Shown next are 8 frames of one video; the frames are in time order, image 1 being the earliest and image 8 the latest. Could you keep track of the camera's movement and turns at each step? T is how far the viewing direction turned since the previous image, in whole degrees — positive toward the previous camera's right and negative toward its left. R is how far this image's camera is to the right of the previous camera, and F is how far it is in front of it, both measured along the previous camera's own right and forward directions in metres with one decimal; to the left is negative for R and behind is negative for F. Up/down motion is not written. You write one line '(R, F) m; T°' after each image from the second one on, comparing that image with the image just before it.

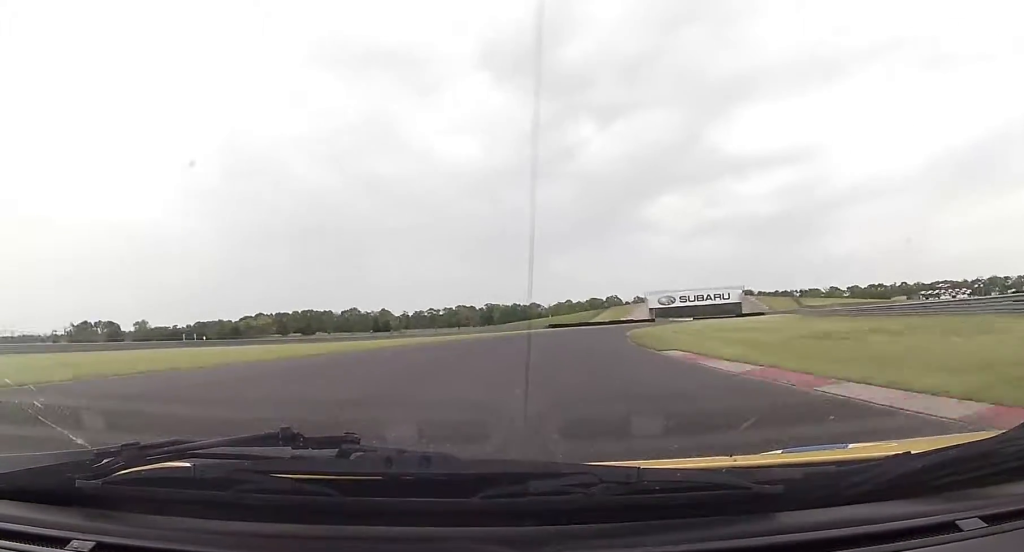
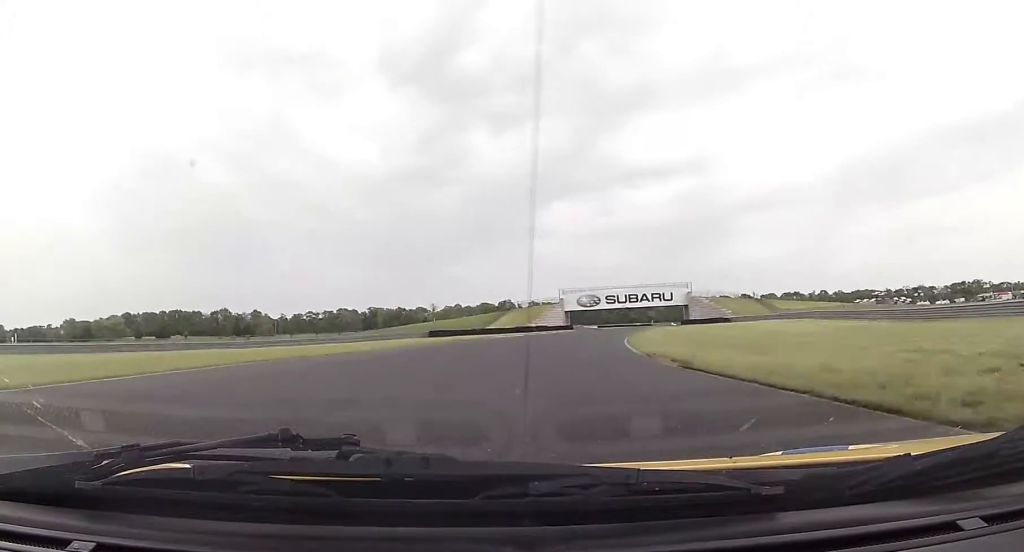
(+4.3, +44.2) m; +11°
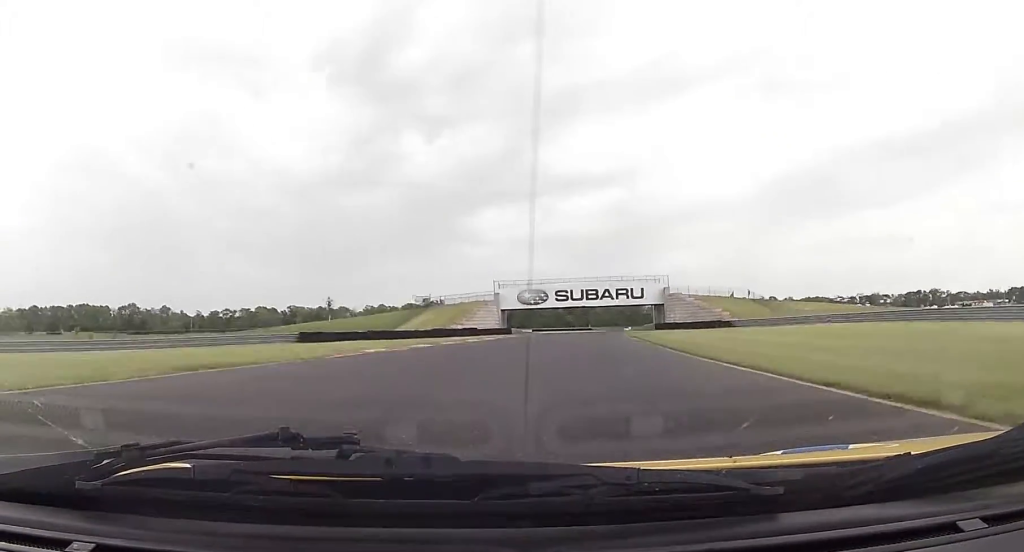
(+2.3, +33.6) m; +7°
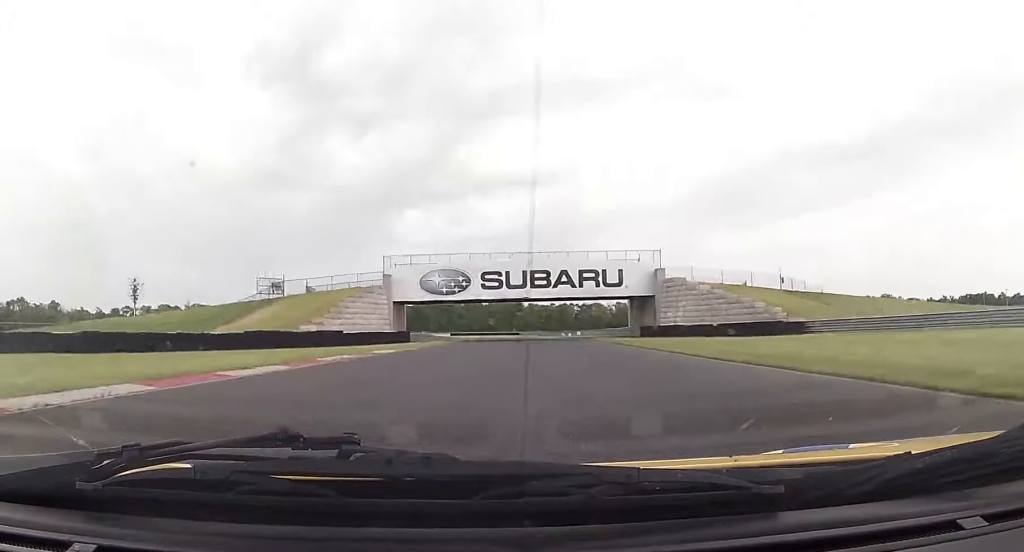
(+2.3, +39.7) m; +6°
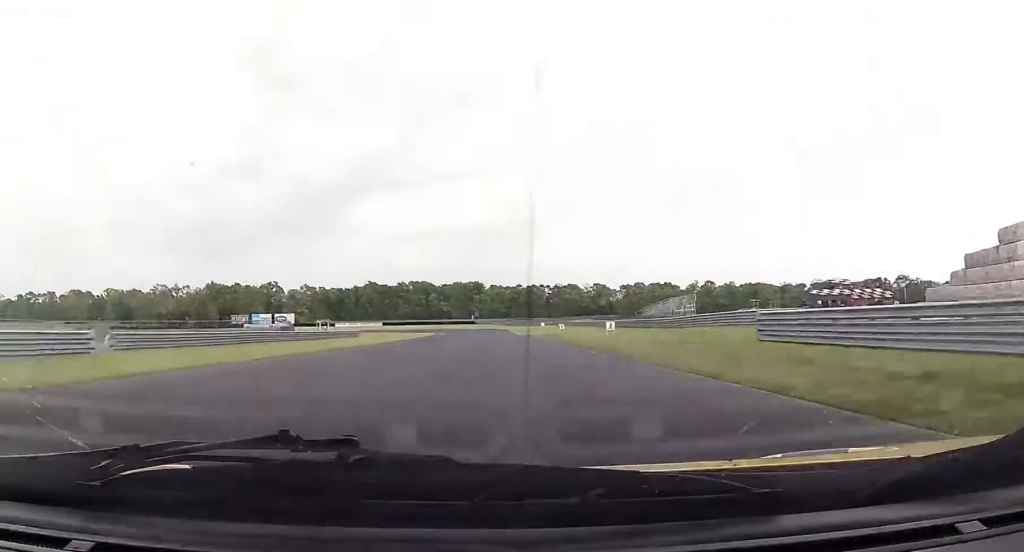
(+4.2, +74.6) m; +5°
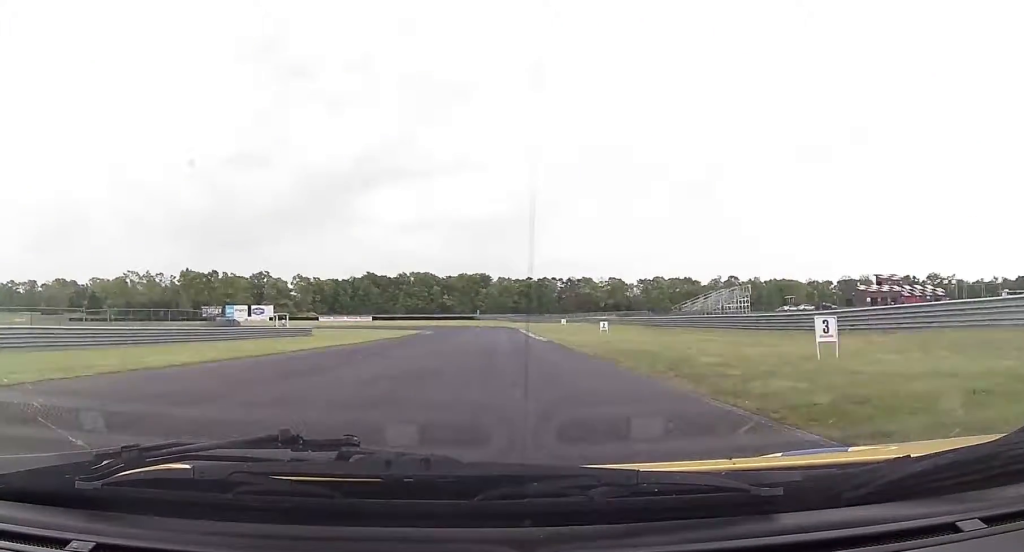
(+0.1, +28.1) m; +1°
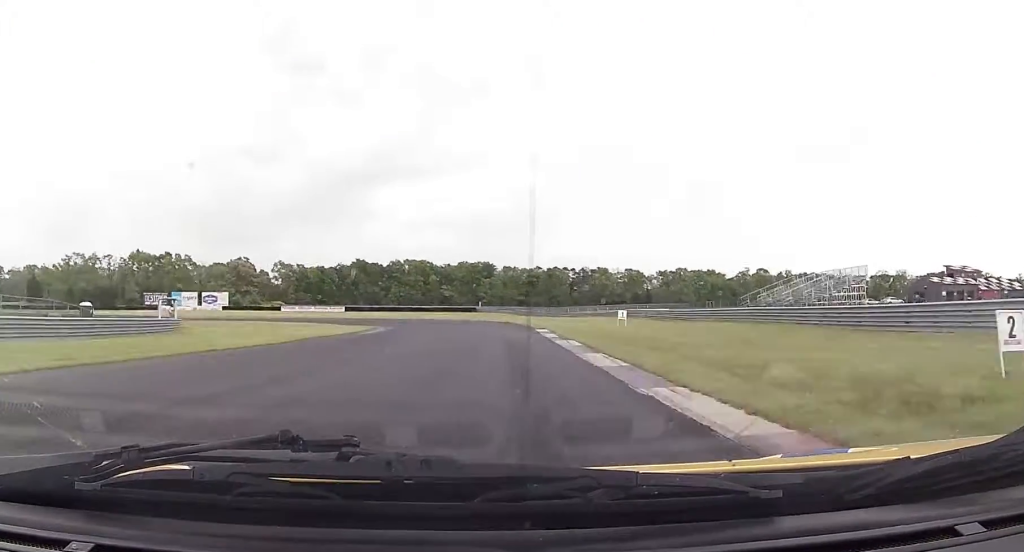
(+0.4, +37.6) m; -1°
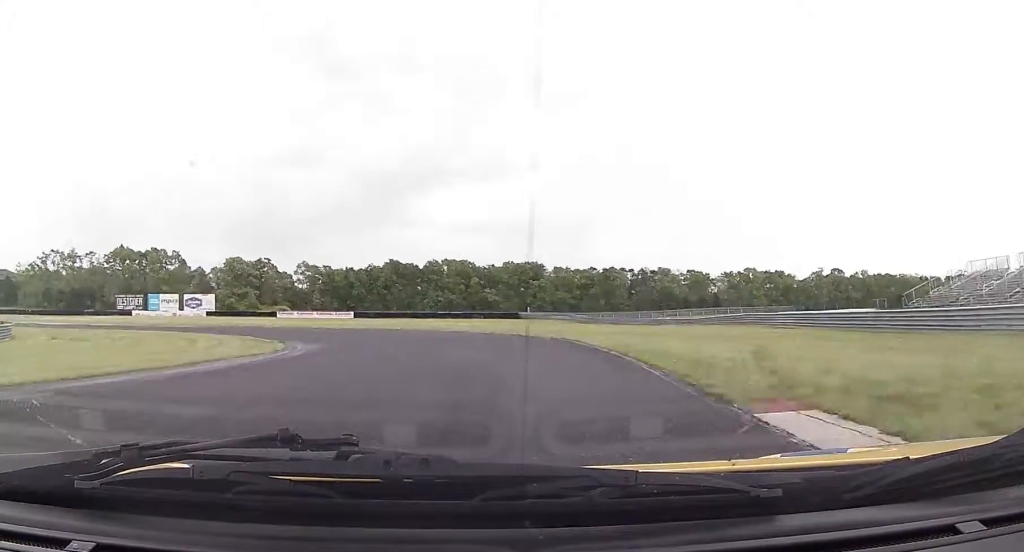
(-1.5, +33.4) m; -5°
